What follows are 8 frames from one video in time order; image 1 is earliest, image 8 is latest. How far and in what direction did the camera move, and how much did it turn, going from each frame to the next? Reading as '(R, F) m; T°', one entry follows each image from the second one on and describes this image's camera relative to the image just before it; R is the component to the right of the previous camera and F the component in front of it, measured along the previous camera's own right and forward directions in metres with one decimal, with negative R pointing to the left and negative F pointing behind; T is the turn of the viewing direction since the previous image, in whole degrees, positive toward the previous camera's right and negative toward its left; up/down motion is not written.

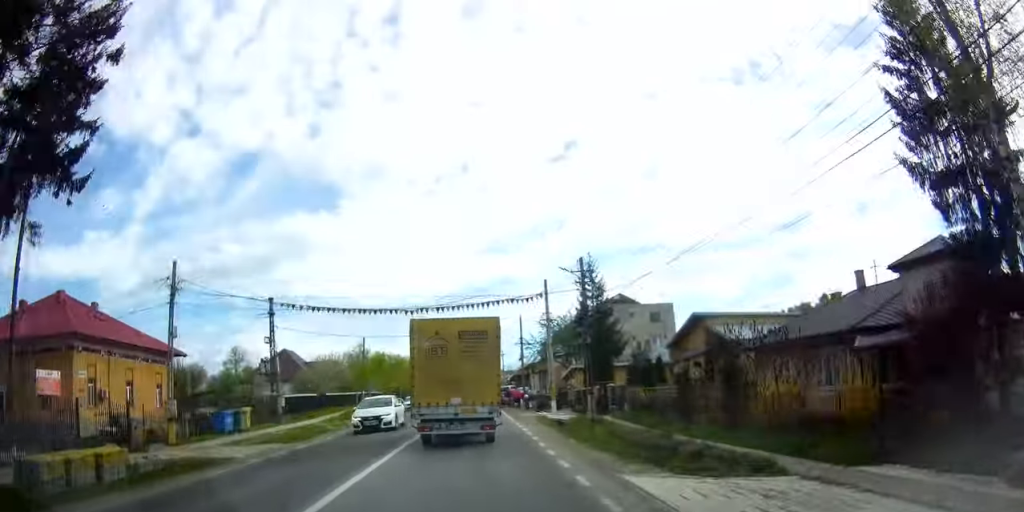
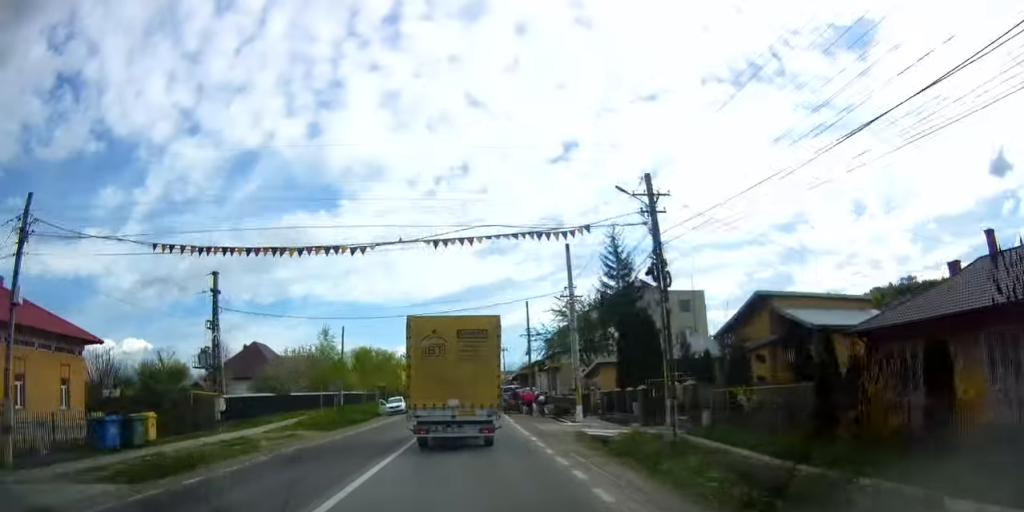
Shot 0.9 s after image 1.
(+0.1, +11.7) m; 0°
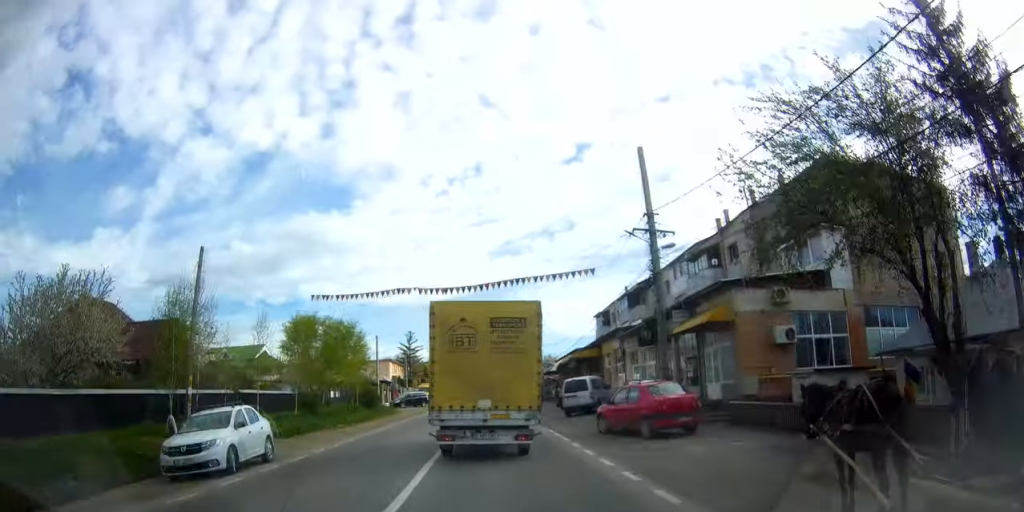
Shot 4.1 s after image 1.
(+0.4, +38.3) m; 0°
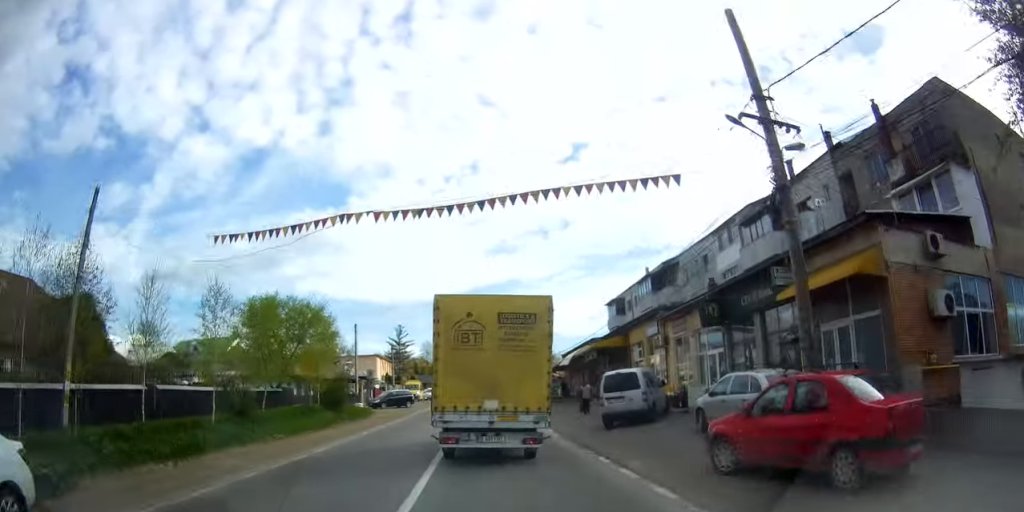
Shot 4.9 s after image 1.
(0.0, +9.8) m; +1°
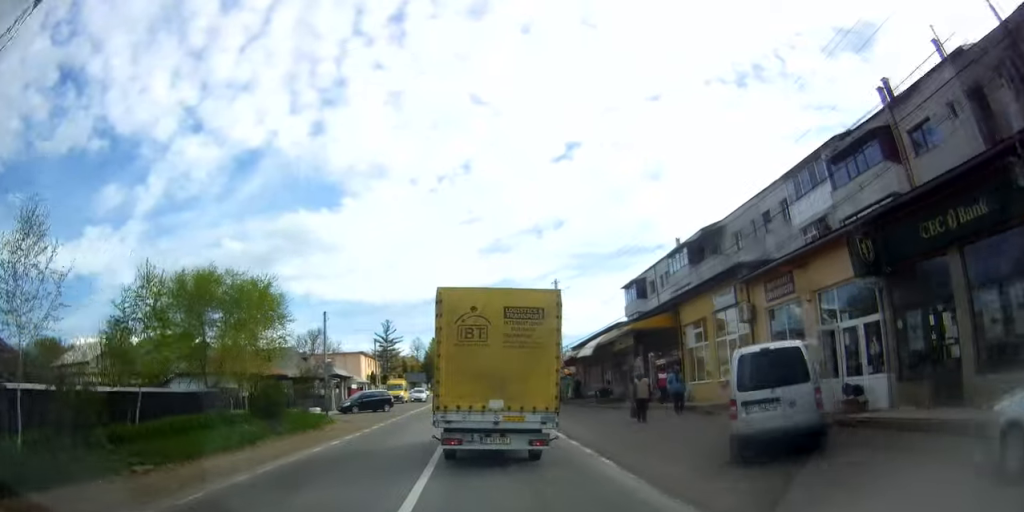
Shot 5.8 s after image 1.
(+0.2, +10.8) m; +2°
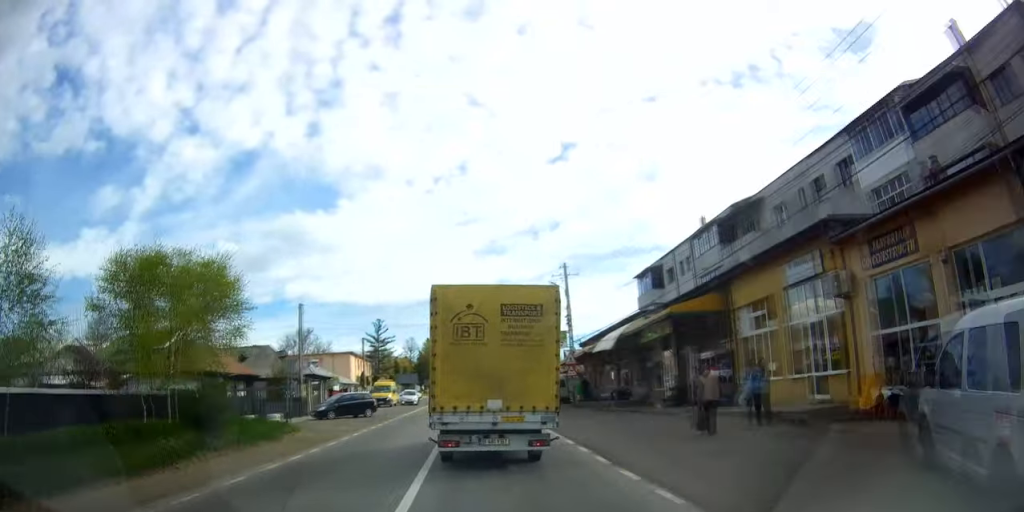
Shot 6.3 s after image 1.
(+0.1, +6.3) m; +1°
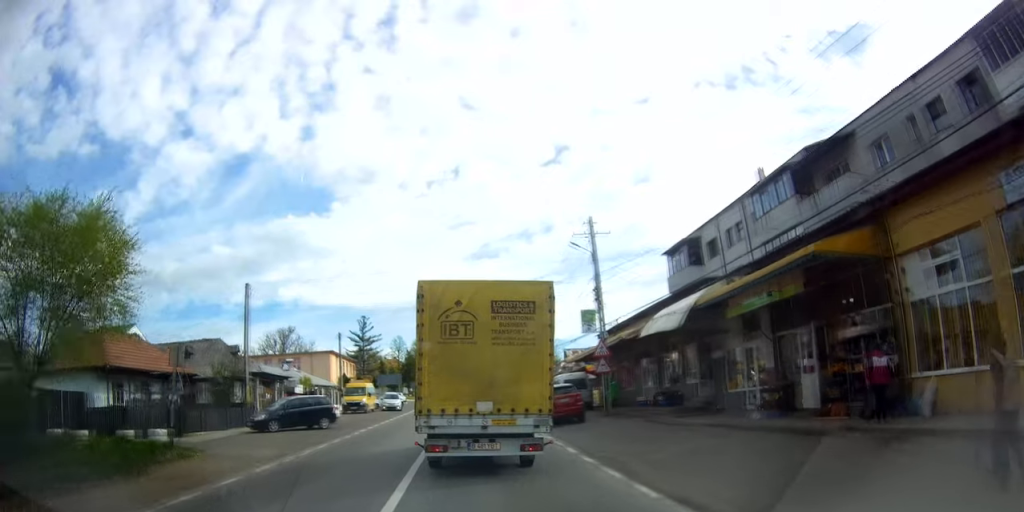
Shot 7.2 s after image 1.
(+0.1, +10.3) m; +1°
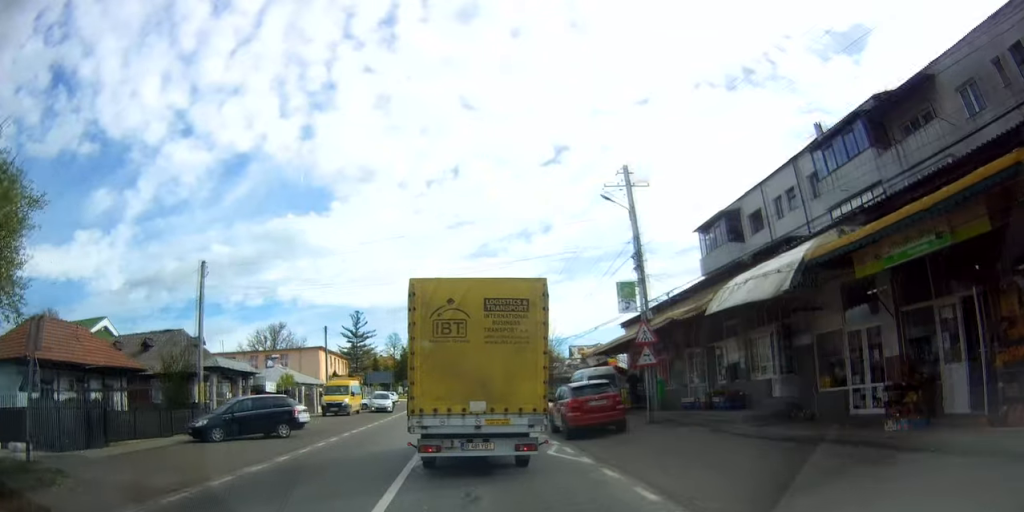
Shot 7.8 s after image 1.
(0.0, +6.8) m; 0°
